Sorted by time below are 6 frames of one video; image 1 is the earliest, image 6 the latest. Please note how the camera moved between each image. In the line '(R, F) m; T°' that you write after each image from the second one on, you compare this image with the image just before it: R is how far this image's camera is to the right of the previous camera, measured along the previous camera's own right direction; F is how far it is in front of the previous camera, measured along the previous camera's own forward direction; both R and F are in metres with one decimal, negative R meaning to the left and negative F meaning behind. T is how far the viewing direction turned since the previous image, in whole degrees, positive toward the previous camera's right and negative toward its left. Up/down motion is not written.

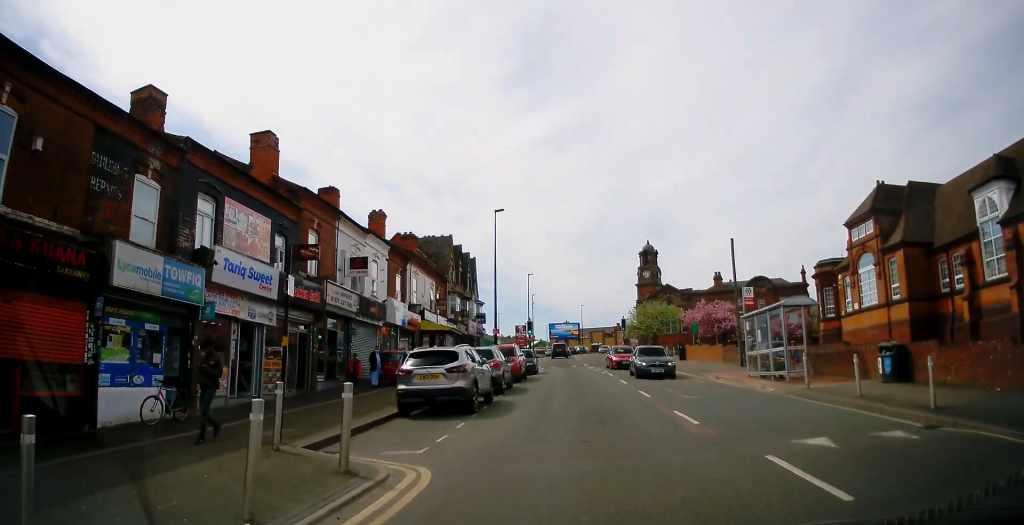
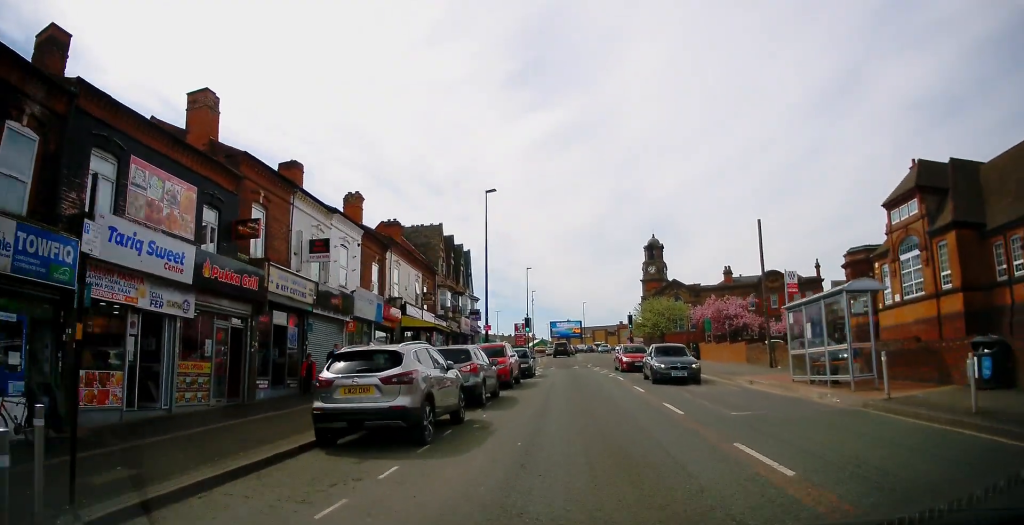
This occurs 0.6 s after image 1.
(+0.3, +4.5) m; +1°
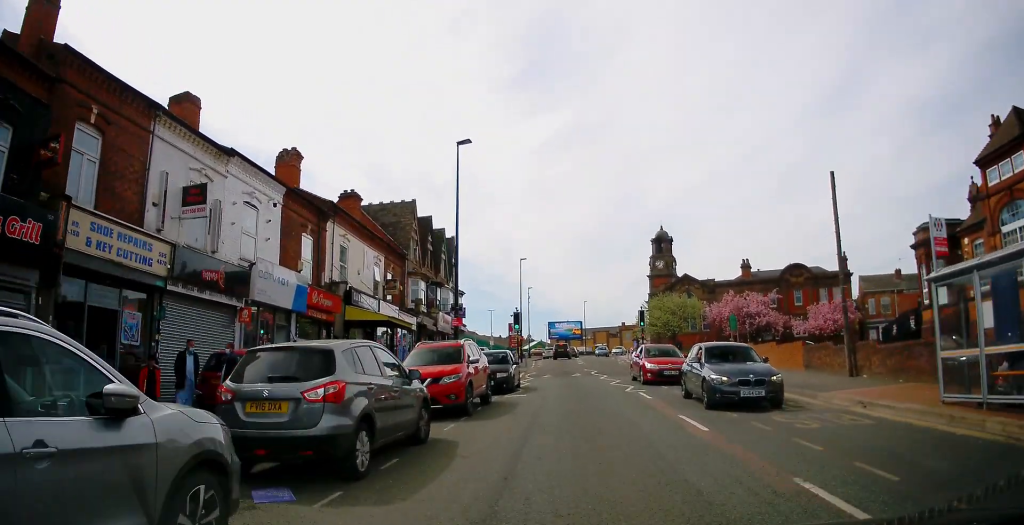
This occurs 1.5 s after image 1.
(+0.1, +7.9) m; +2°
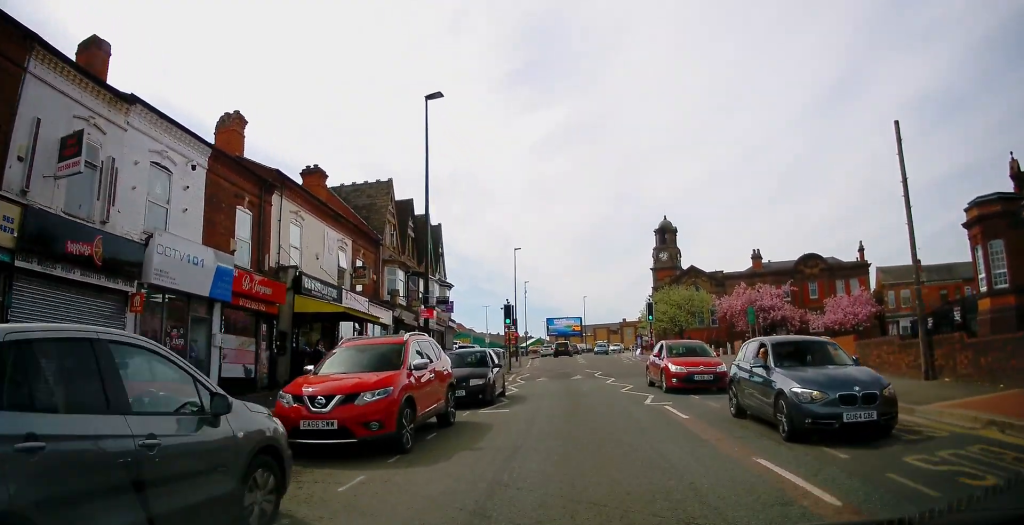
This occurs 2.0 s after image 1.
(-0.2, +4.5) m; +1°
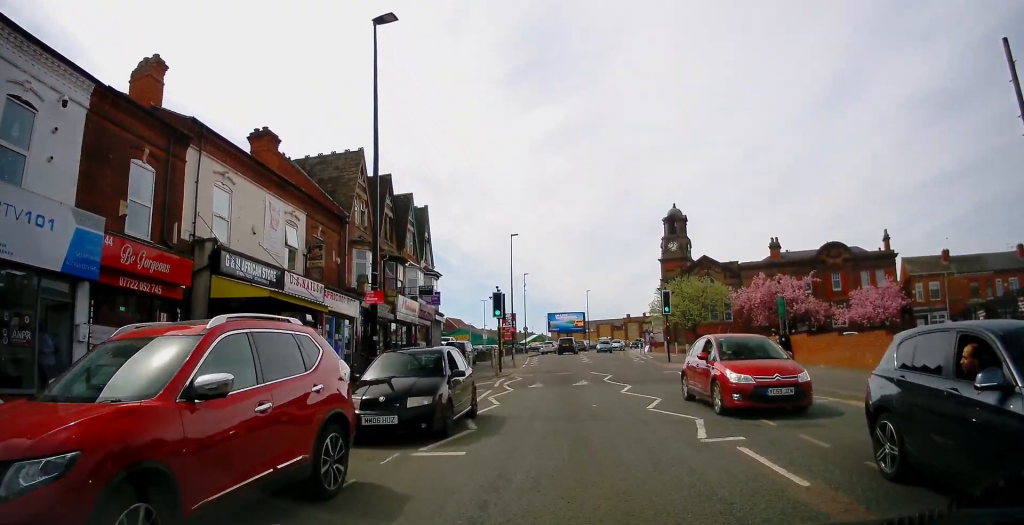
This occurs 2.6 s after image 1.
(+0.3, +5.2) m; 0°
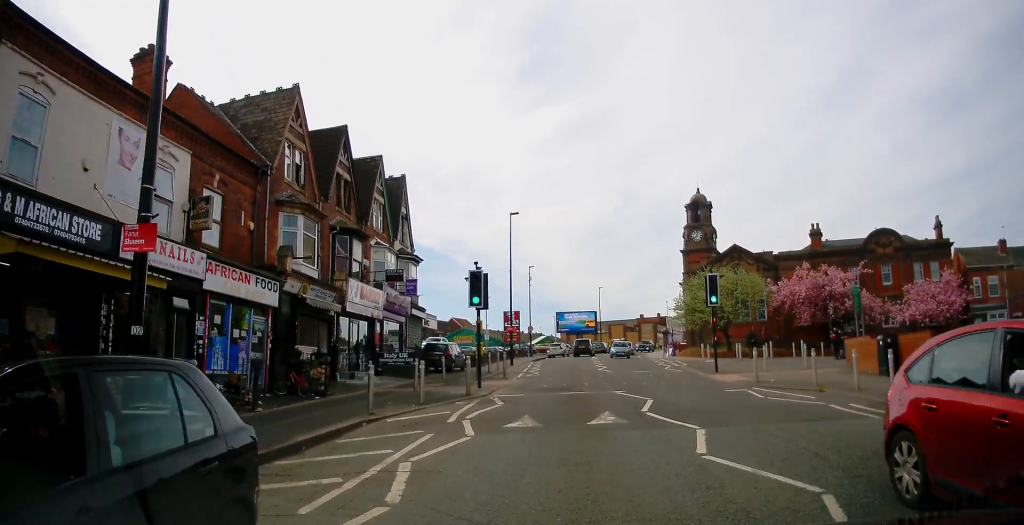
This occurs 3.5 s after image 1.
(-0.1, +8.5) m; -3°
